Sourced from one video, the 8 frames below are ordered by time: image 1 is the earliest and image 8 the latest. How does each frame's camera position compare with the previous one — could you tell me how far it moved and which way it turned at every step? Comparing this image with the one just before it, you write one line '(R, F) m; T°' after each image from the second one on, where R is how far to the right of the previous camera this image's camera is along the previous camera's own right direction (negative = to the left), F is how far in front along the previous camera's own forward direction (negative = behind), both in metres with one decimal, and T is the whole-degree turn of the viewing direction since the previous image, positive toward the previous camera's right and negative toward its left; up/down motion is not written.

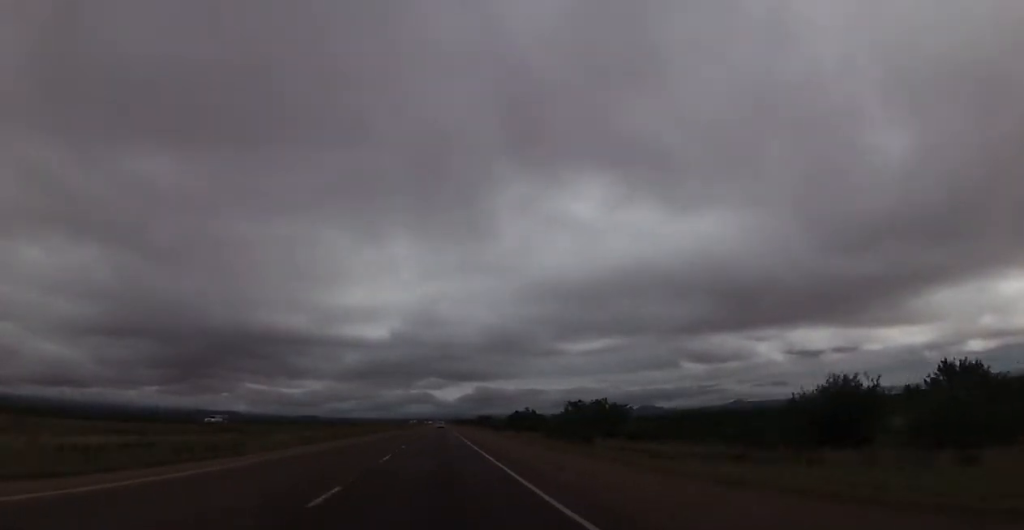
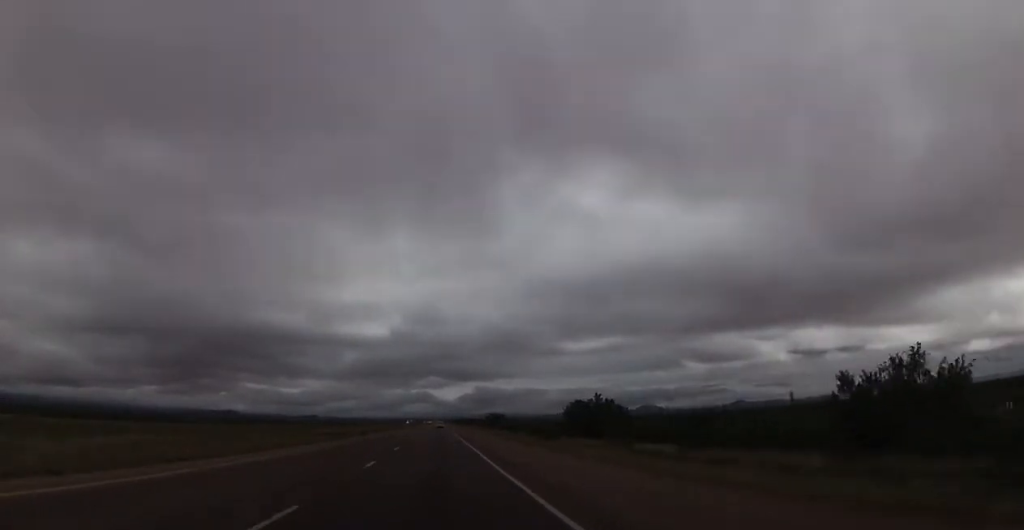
(0.0, +52.0) m; 0°
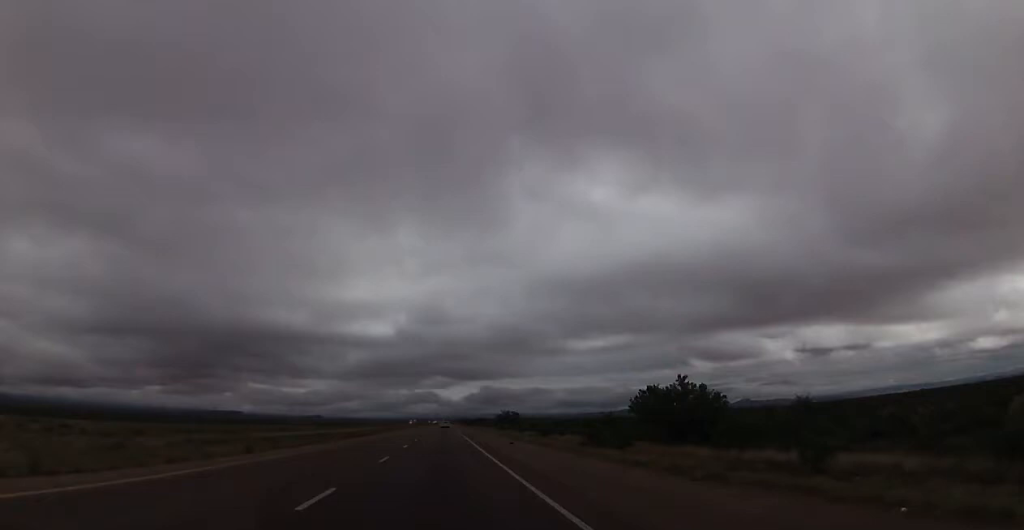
(0.0, +21.7) m; 0°
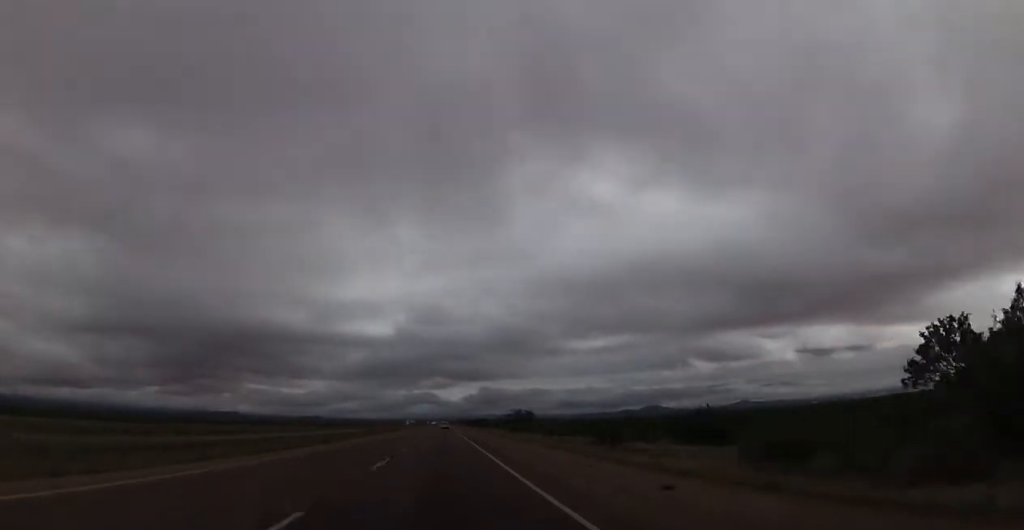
(0.0, +27.7) m; 0°
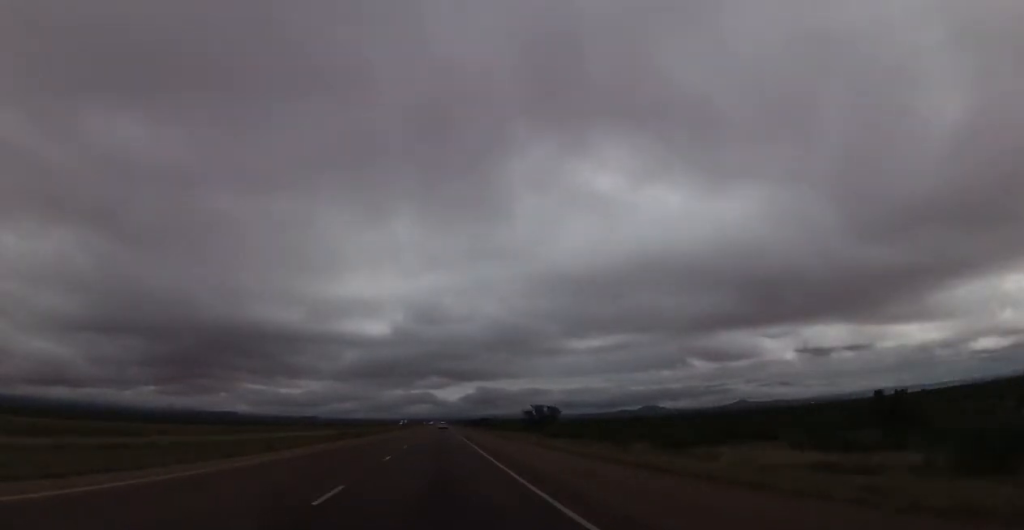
(0.0, +32.4) m; 0°
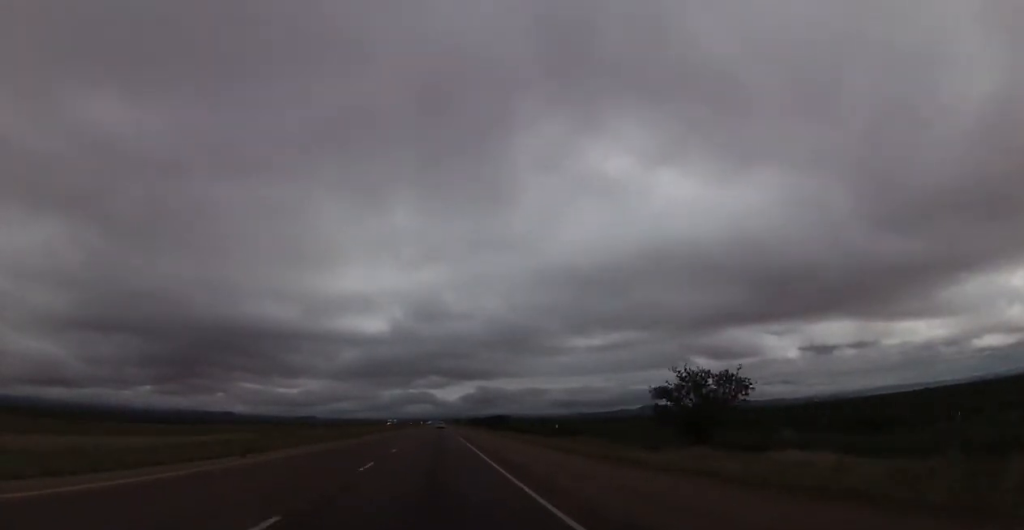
(0.0, +65.5) m; 0°
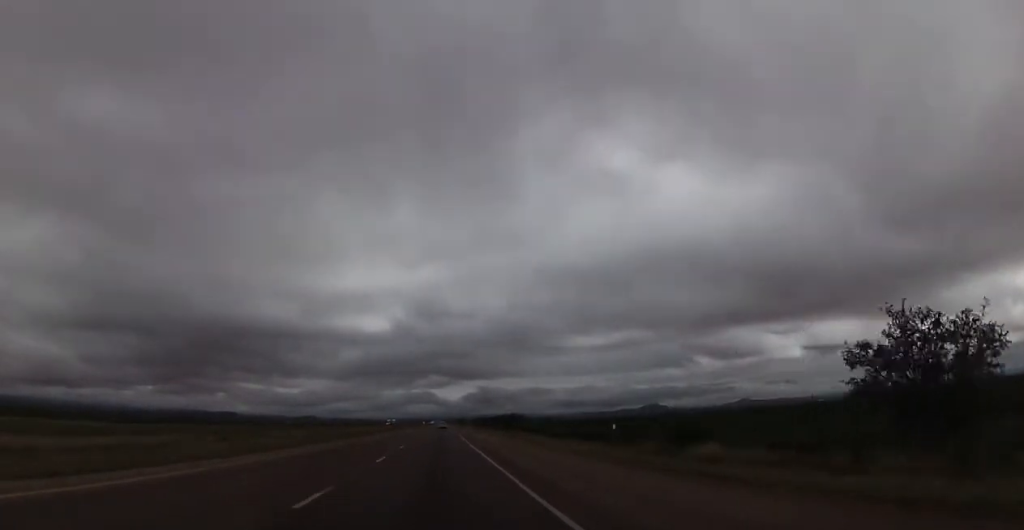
(0.0, +20.2) m; 0°
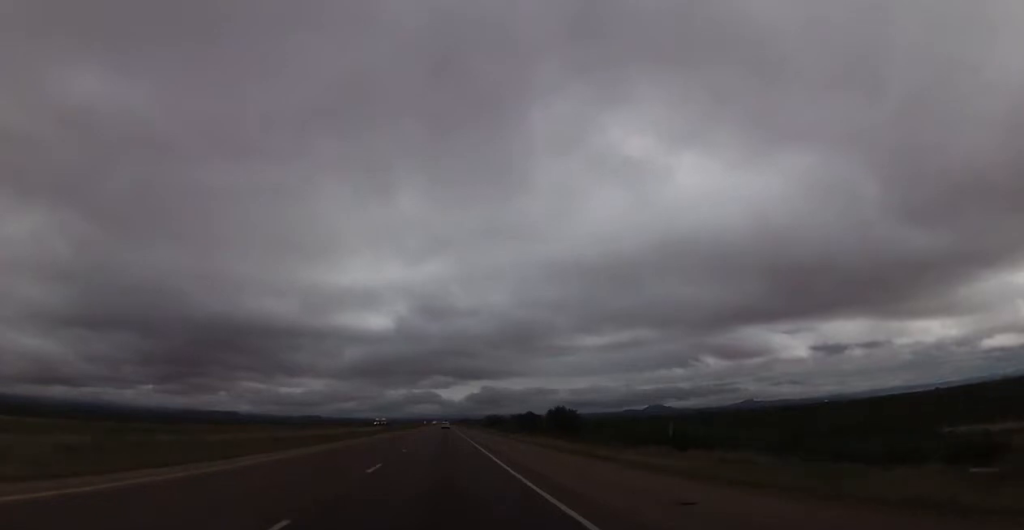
(0.0, +53.2) m; 0°
